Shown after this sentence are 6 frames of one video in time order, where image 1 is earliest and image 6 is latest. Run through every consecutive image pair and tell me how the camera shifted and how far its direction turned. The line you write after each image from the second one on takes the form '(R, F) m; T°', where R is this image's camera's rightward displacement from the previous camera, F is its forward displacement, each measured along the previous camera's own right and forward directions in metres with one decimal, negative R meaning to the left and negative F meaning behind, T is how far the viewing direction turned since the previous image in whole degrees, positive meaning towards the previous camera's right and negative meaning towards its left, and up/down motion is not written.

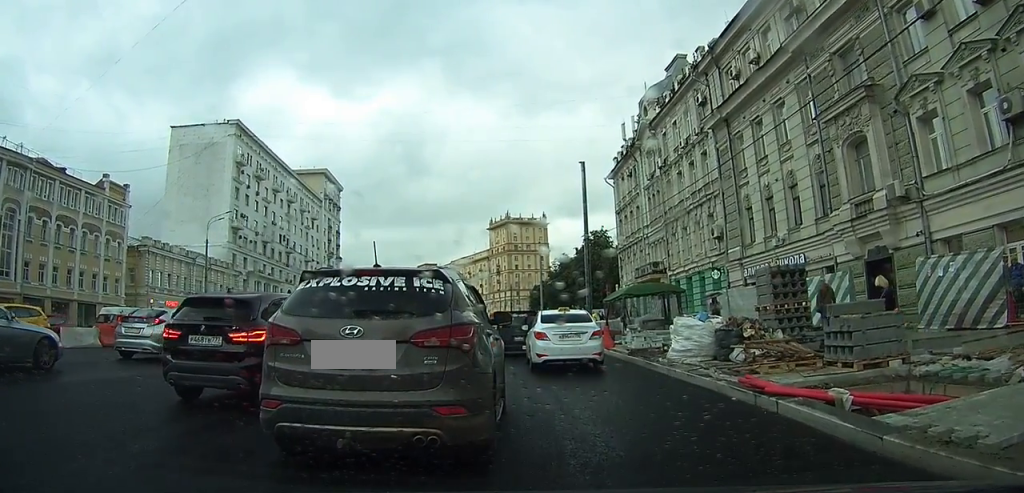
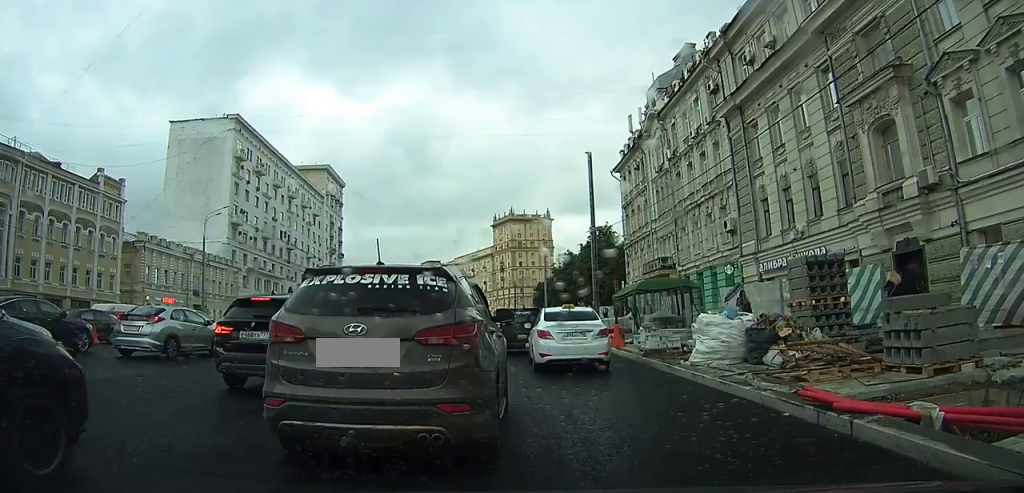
(+0.1, +1.6) m; +2°
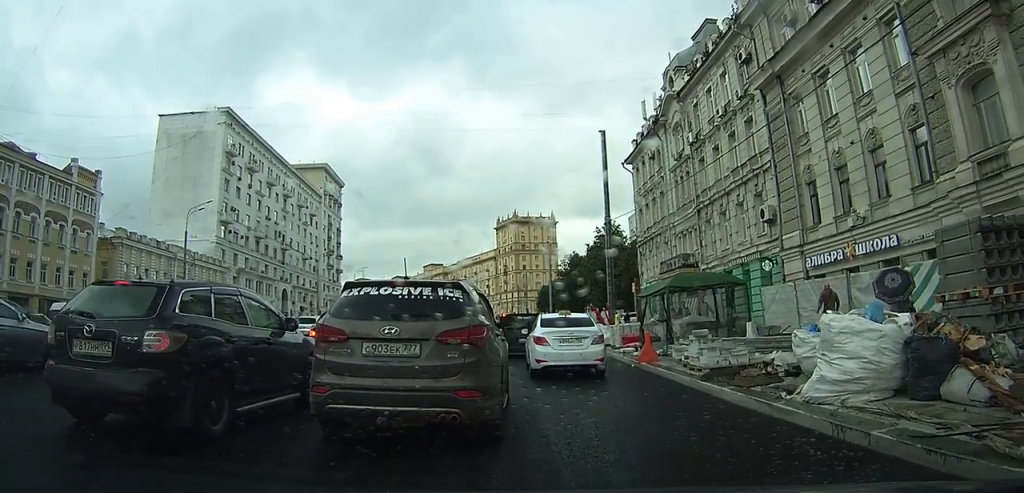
(-0.3, +5.3) m; -3°
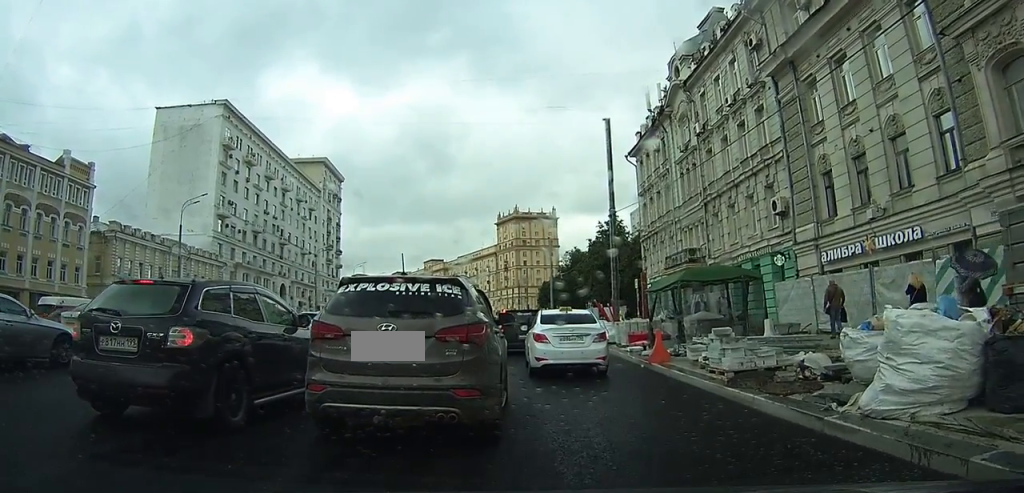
(0.0, +1.1) m; 0°
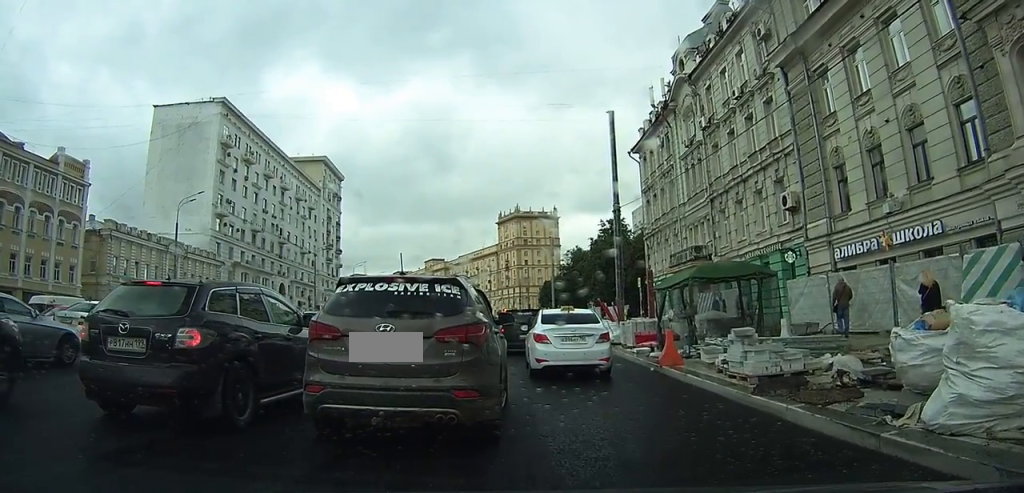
(0.0, +0.9) m; -1°
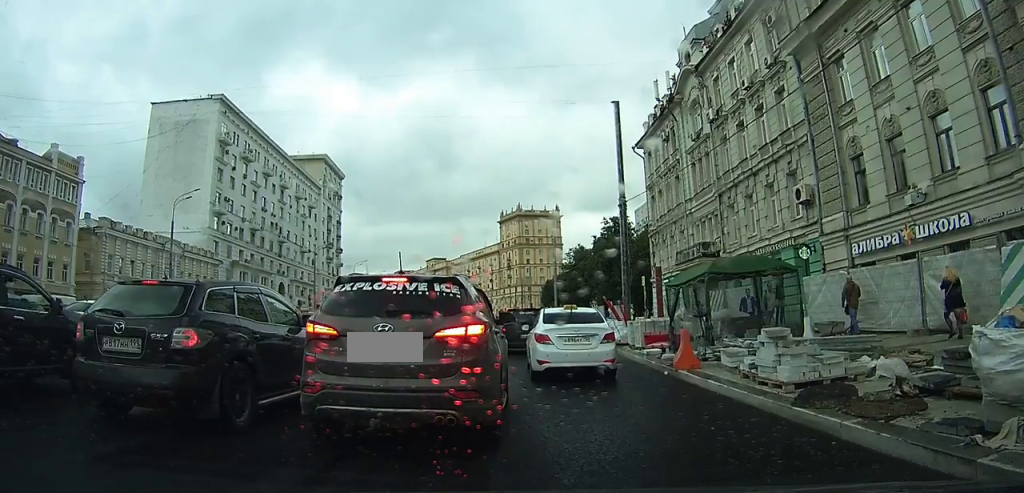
(0.0, +1.1) m; -2°
